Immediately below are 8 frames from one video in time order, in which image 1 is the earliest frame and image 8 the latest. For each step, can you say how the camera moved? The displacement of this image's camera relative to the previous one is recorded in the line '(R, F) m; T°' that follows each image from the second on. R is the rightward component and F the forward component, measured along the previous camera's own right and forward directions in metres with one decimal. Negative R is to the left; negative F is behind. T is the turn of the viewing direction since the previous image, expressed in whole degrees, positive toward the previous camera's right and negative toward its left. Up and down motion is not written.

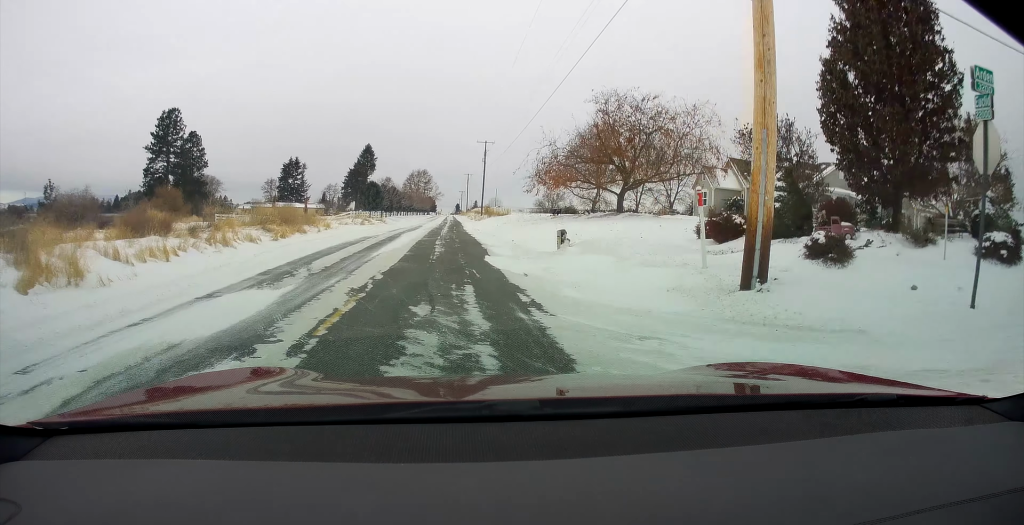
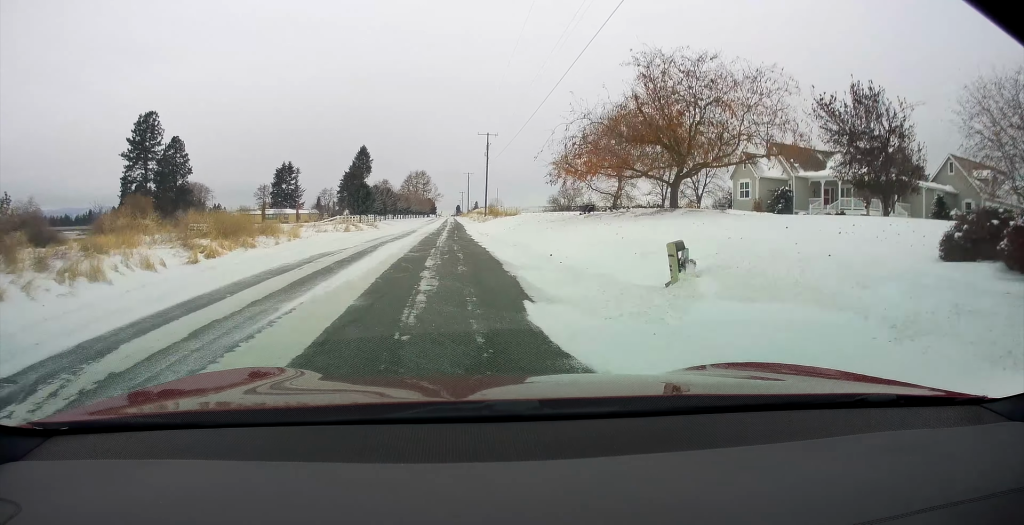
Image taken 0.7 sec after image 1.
(0.0, +9.4) m; 0°
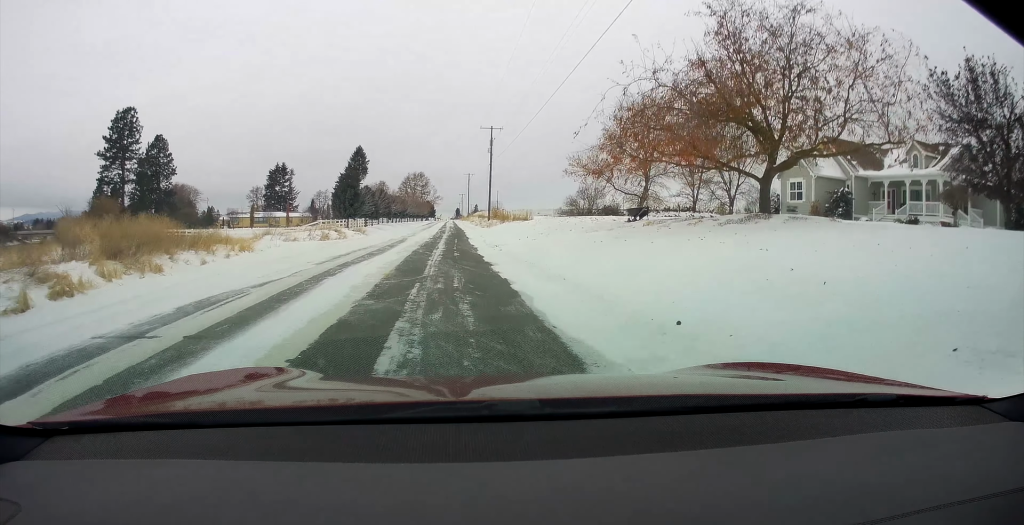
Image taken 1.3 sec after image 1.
(0.0, +8.6) m; 0°
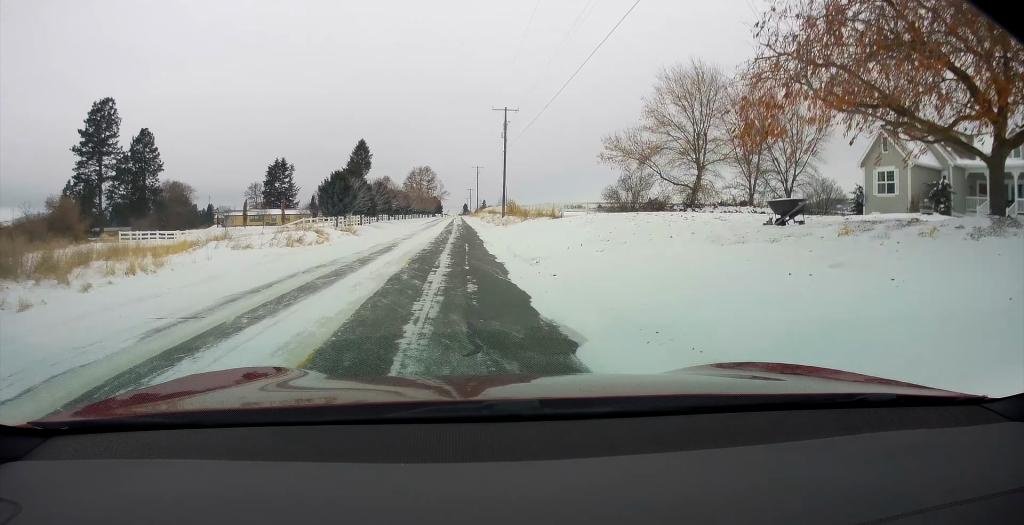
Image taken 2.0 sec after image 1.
(0.0, +10.2) m; 0°
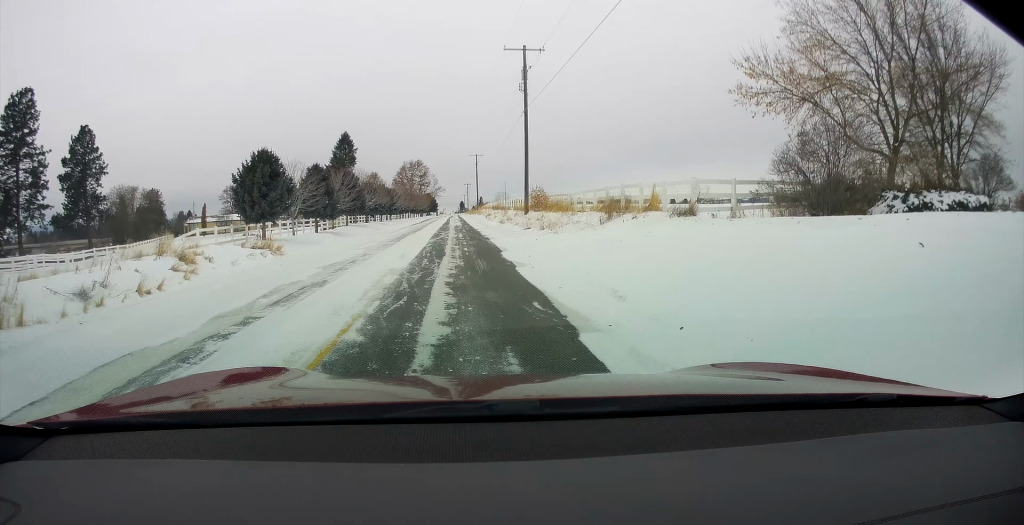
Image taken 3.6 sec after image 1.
(0.0, +21.3) m; +1°
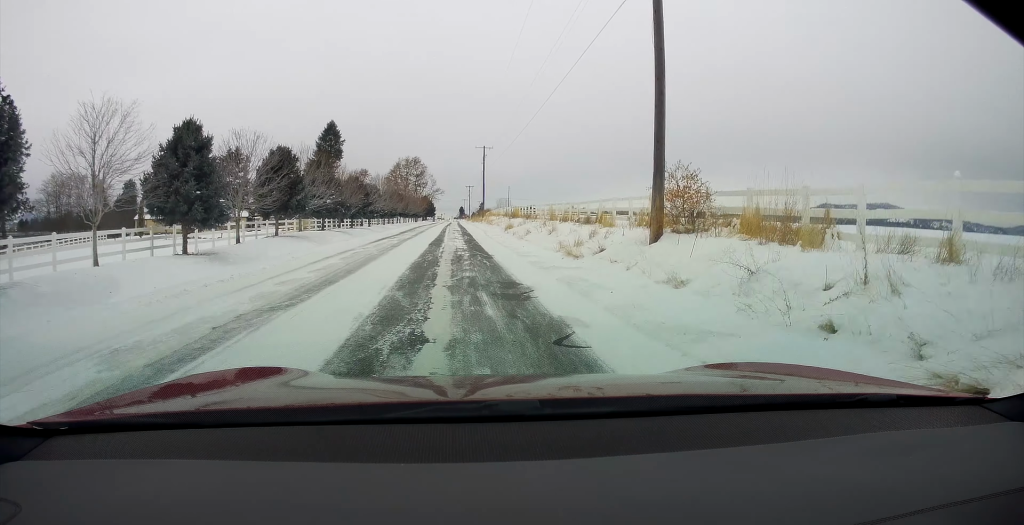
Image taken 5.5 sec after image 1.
(+0.8, +24.9) m; +2°
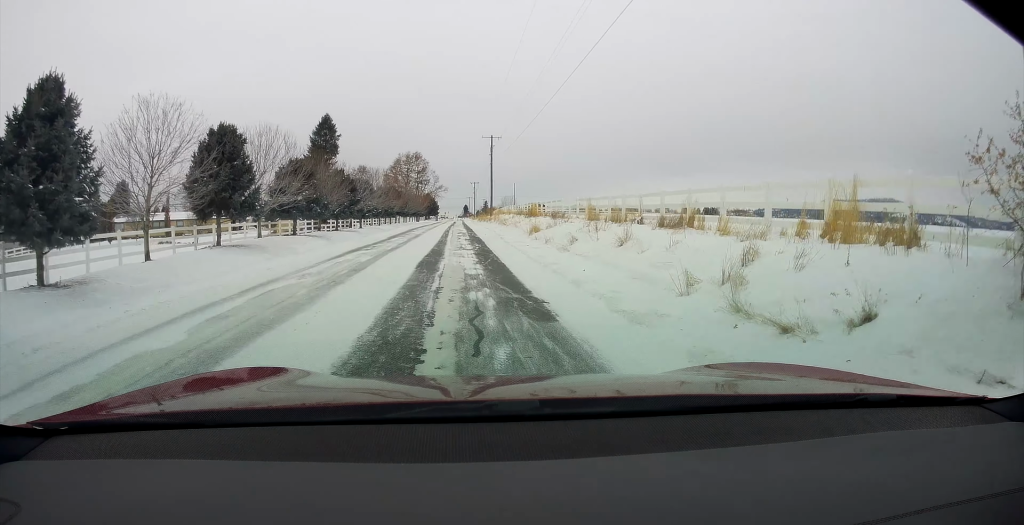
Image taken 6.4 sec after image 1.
(-0.3, +10.2) m; -2°
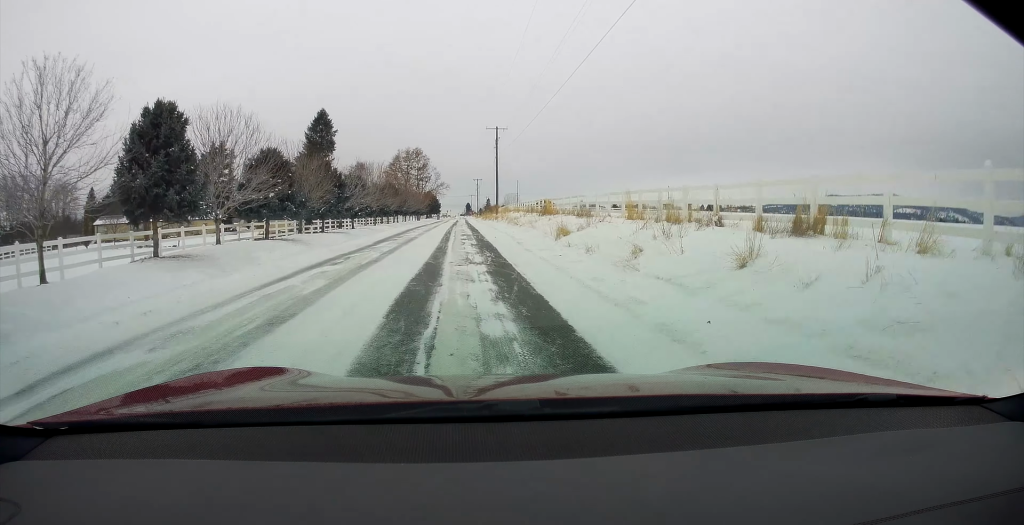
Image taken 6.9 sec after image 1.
(0.0, +6.5) m; +1°
